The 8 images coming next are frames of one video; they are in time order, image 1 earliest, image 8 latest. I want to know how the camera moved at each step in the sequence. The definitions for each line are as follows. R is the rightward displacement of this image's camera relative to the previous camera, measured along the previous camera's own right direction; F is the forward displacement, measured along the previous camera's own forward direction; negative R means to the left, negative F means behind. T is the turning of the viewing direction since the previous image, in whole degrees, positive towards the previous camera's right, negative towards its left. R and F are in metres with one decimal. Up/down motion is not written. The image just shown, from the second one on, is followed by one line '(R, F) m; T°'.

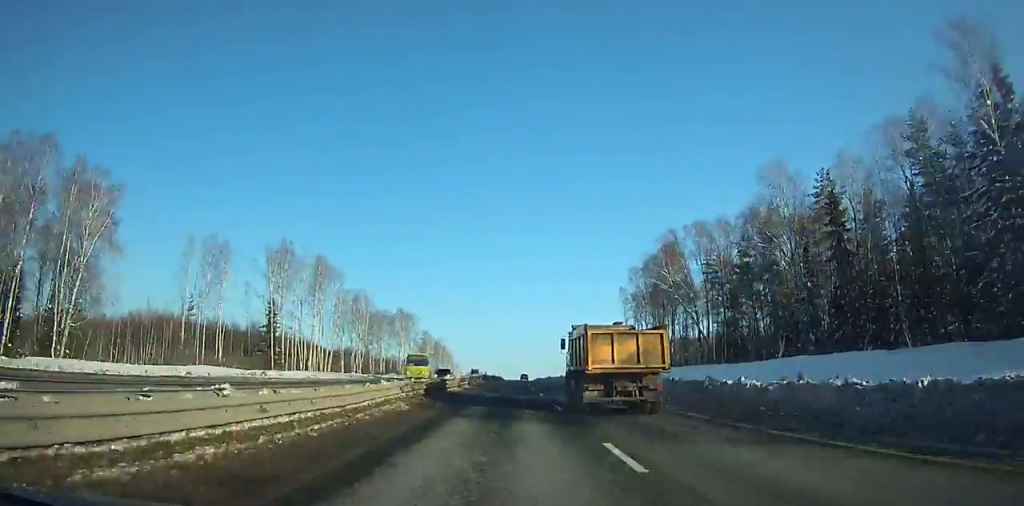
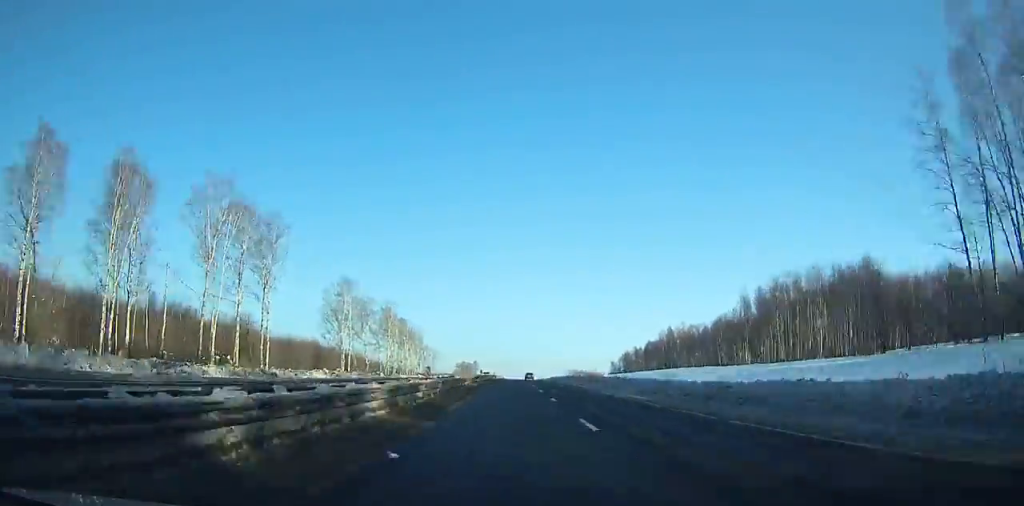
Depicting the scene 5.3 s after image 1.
(+0.1, +140.9) m; +1°
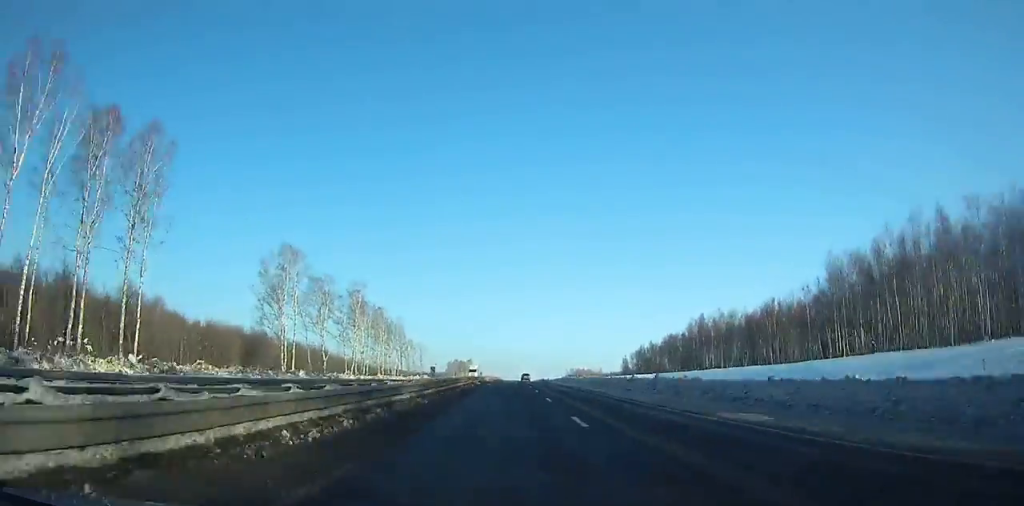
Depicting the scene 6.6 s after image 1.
(-0.1, +34.1) m; 0°
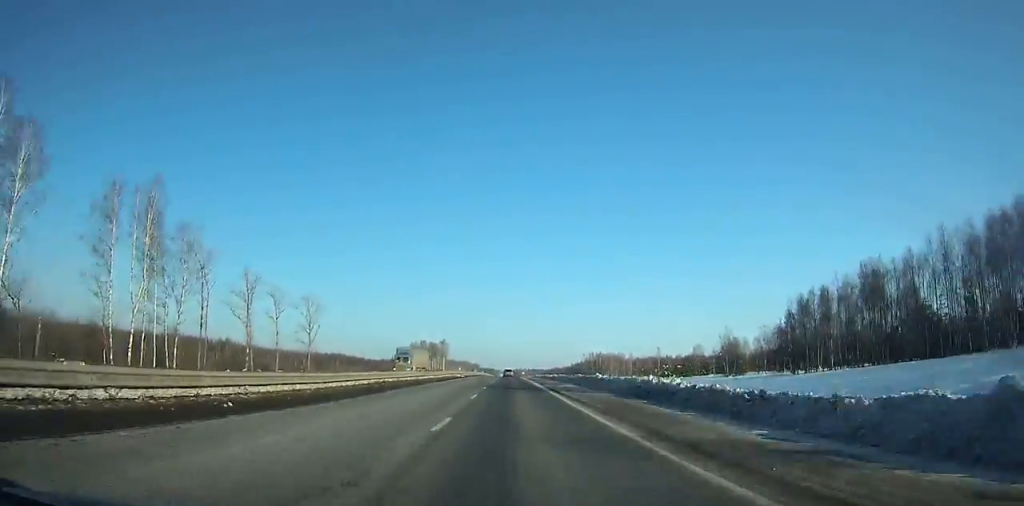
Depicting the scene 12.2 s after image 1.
(+0.7, +141.9) m; 0°
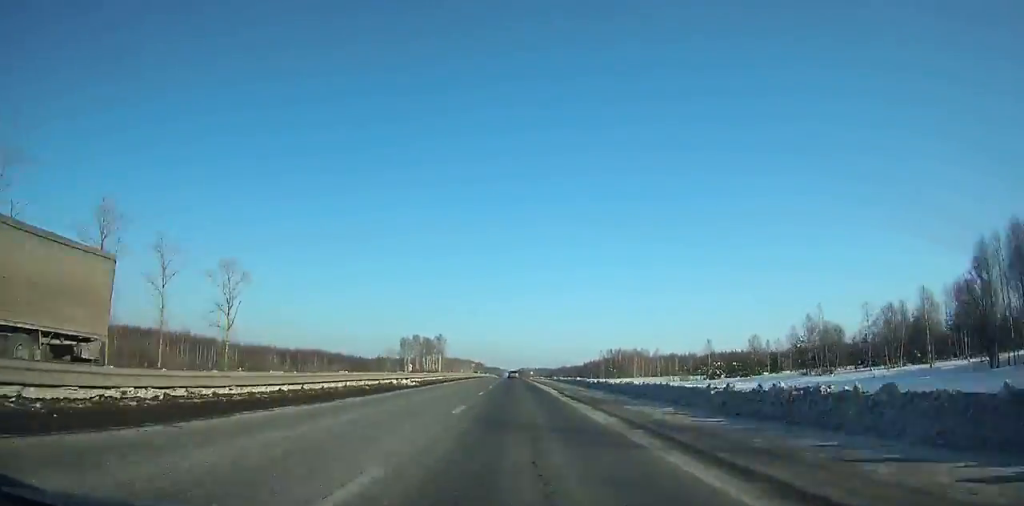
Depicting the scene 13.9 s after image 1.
(-0.2, +40.1) m; 0°
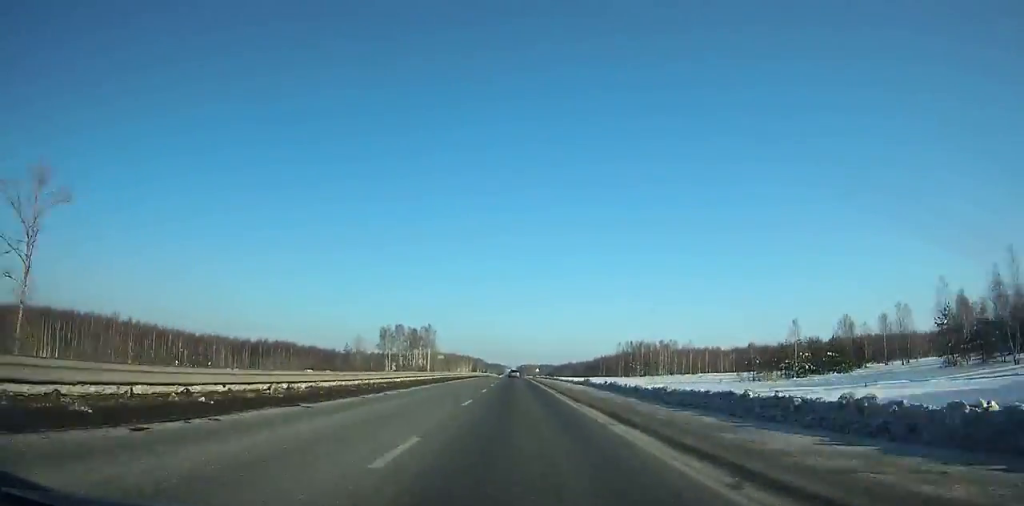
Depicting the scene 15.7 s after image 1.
(-0.1, +42.0) m; 0°
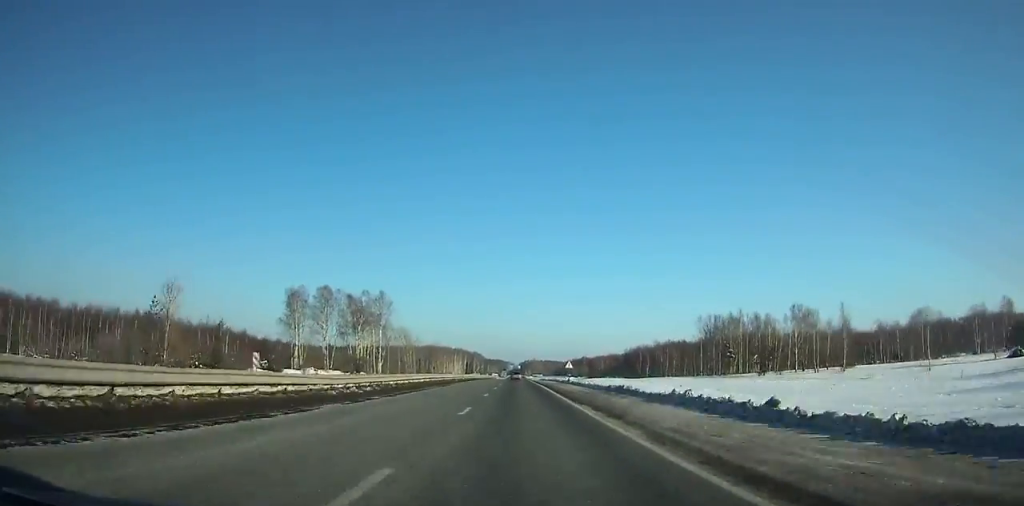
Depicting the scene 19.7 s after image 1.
(-0.2, +91.8) m; 0°
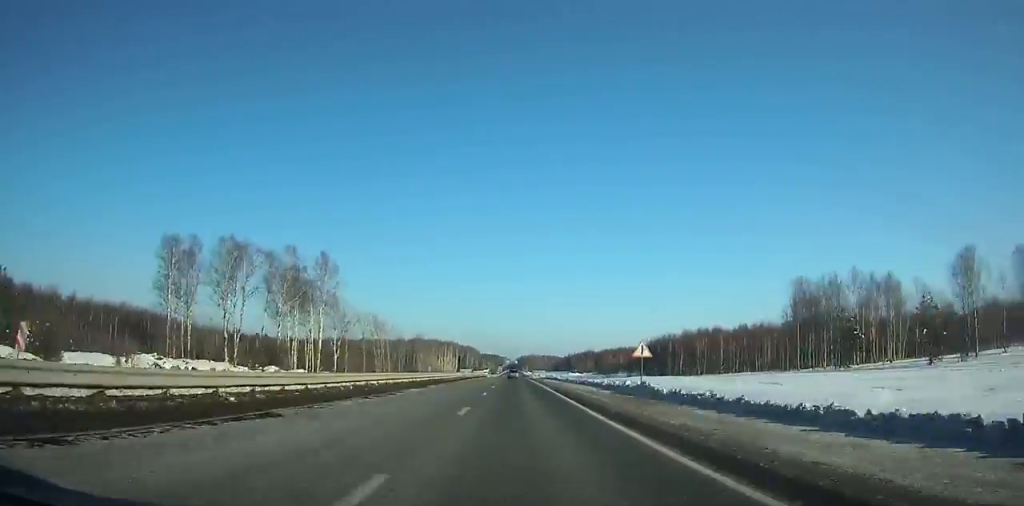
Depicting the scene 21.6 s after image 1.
(0.0, +45.0) m; 0°
